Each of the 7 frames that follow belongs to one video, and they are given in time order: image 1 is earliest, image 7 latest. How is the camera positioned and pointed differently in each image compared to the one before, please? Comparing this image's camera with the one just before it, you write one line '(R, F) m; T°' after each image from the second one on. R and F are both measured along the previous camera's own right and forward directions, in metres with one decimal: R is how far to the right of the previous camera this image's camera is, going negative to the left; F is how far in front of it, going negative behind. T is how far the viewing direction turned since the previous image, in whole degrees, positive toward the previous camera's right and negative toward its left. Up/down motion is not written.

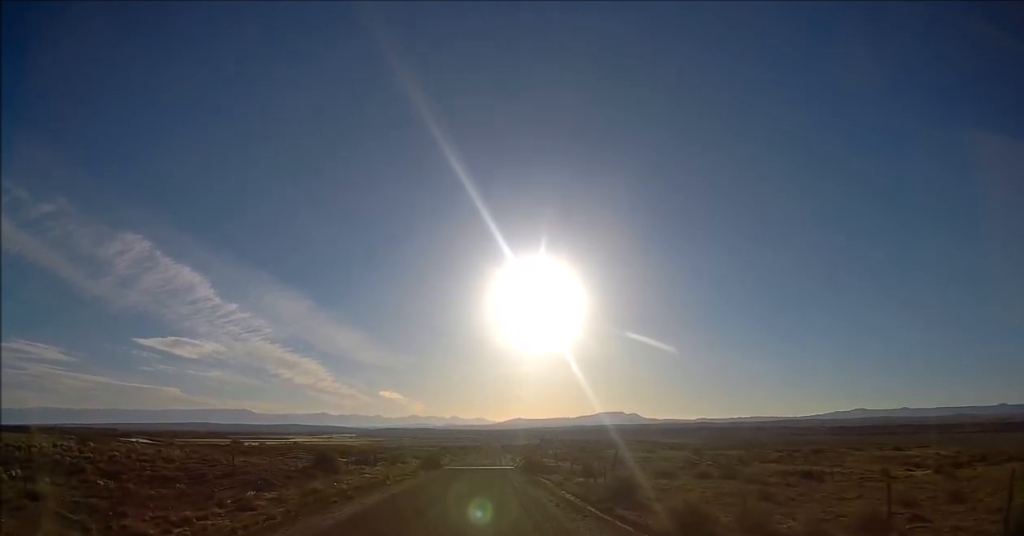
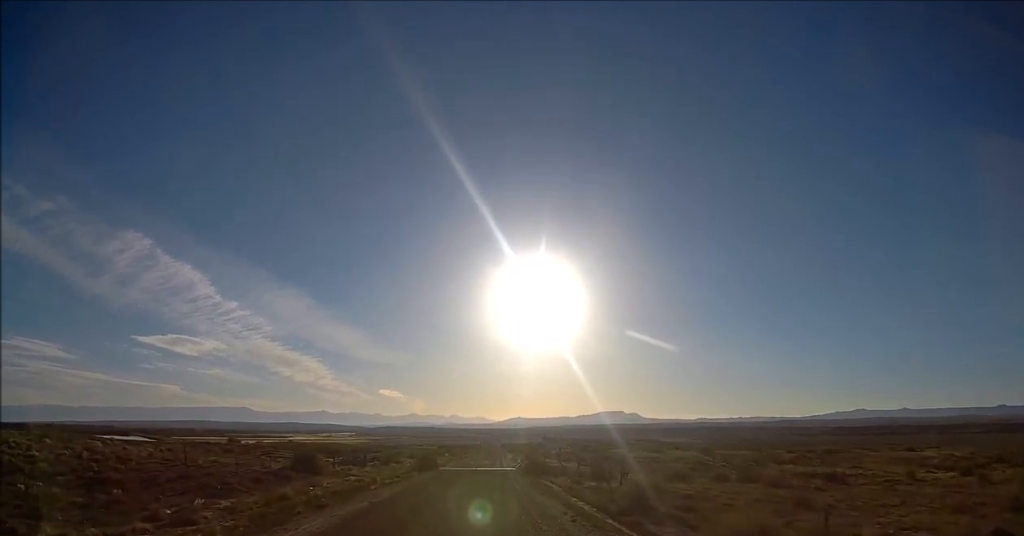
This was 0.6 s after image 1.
(0.0, +4.8) m; 0°
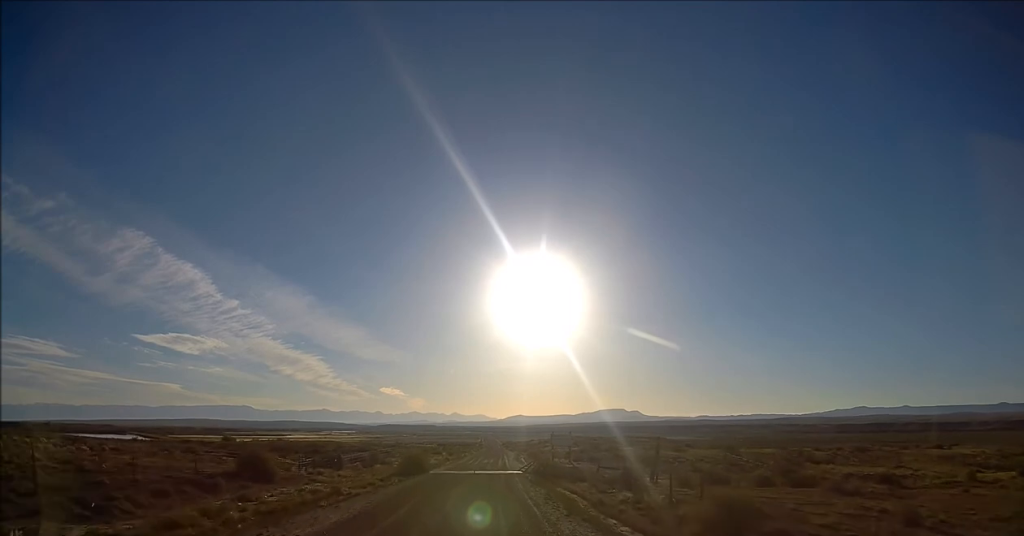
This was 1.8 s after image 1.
(0.0, +9.6) m; +1°
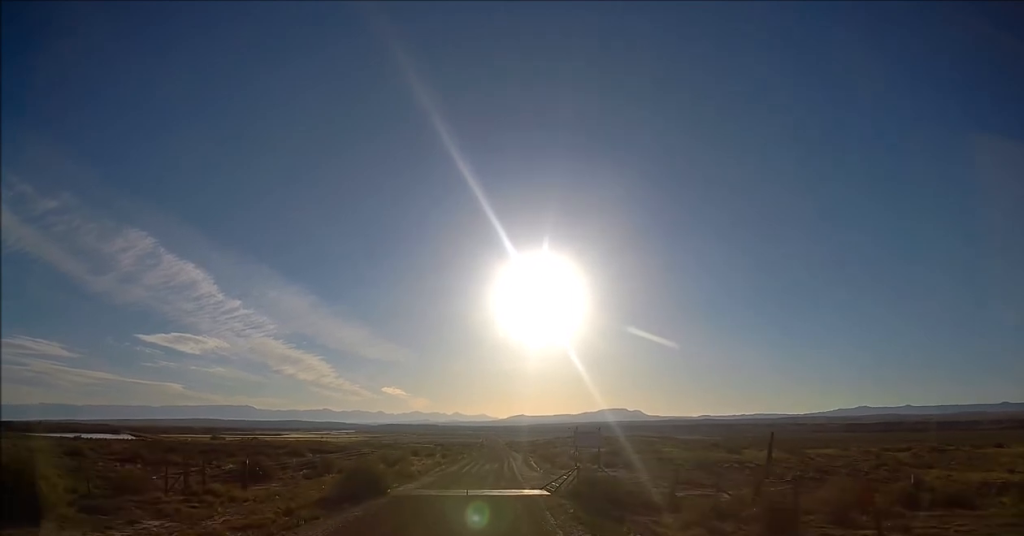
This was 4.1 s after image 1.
(+0.1, +17.4) m; -1°
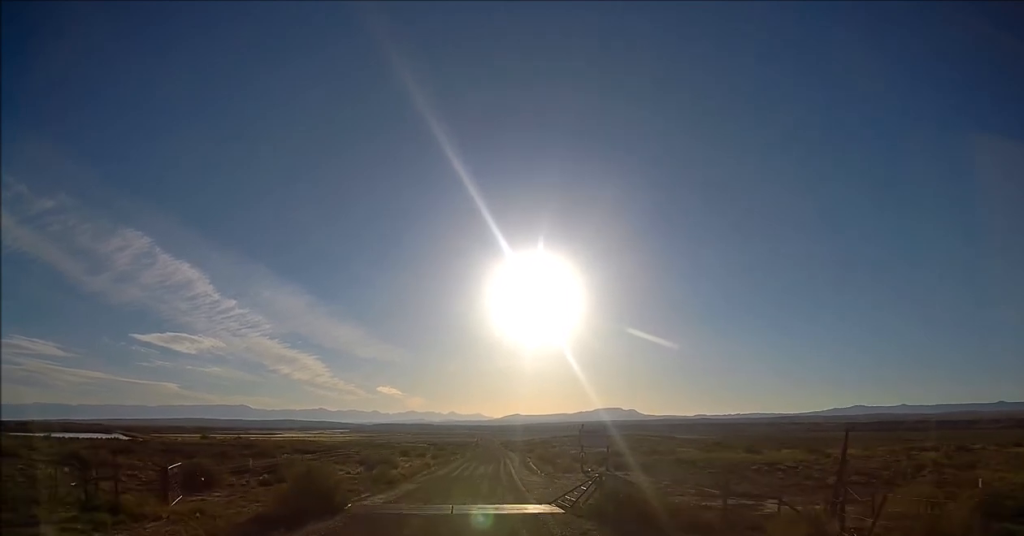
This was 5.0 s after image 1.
(-0.1, +6.1) m; -1°
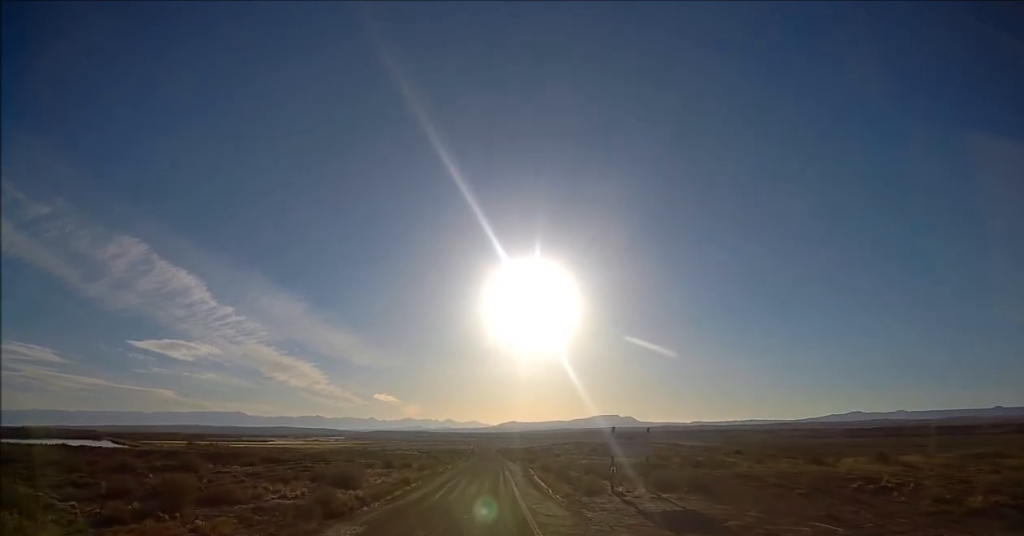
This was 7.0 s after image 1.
(0.0, +13.8) m; +1°
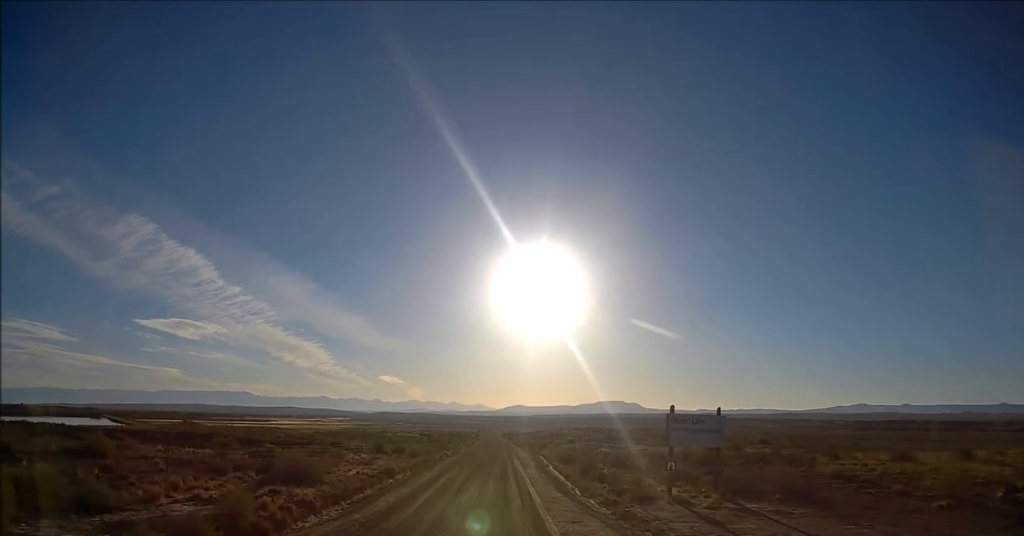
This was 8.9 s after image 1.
(0.0, +10.6) m; +1°
